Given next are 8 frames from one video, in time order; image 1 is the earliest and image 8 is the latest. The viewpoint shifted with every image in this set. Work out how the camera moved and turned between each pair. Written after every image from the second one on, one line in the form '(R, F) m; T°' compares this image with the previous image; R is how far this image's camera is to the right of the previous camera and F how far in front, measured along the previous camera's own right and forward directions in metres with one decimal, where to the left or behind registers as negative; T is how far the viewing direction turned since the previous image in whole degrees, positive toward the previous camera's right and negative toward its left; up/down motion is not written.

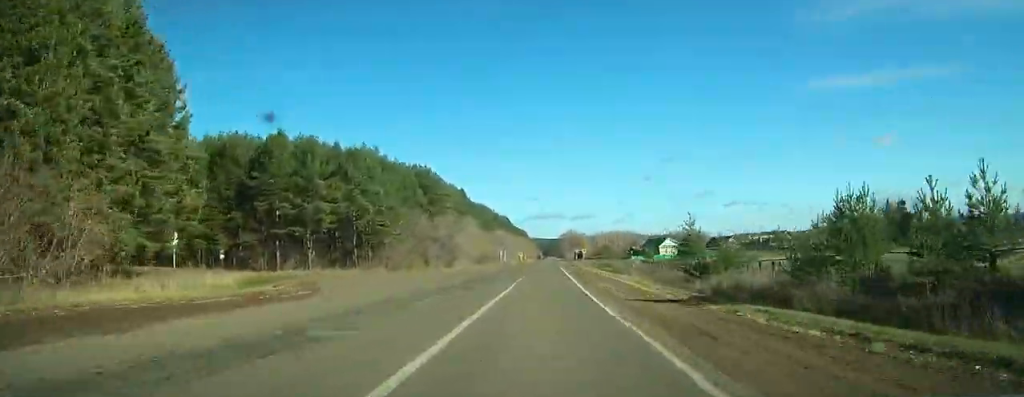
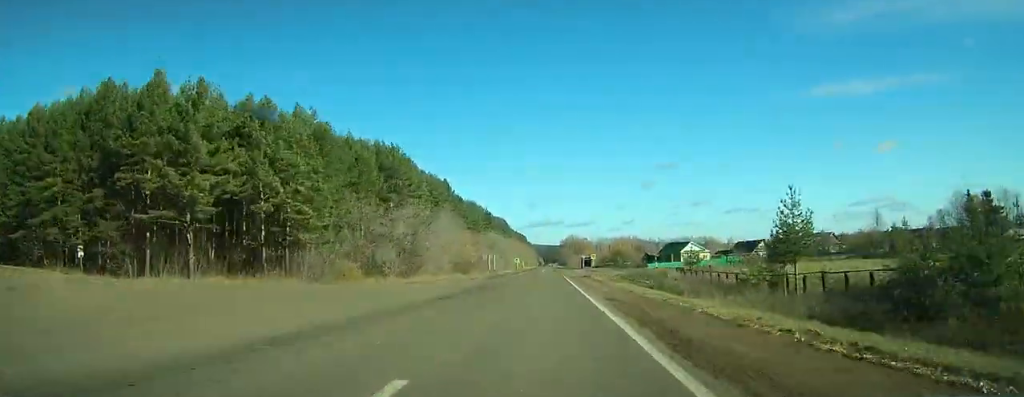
(-0.1, +23.6) m; 0°
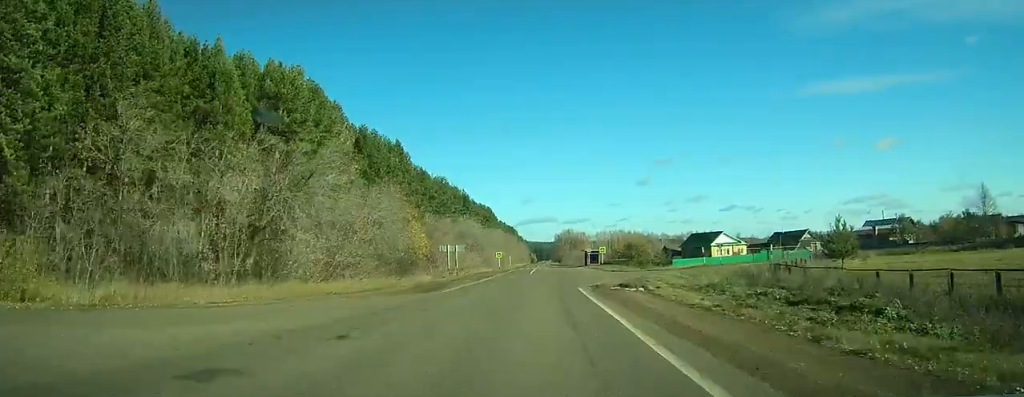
(0.0, +31.3) m; 0°
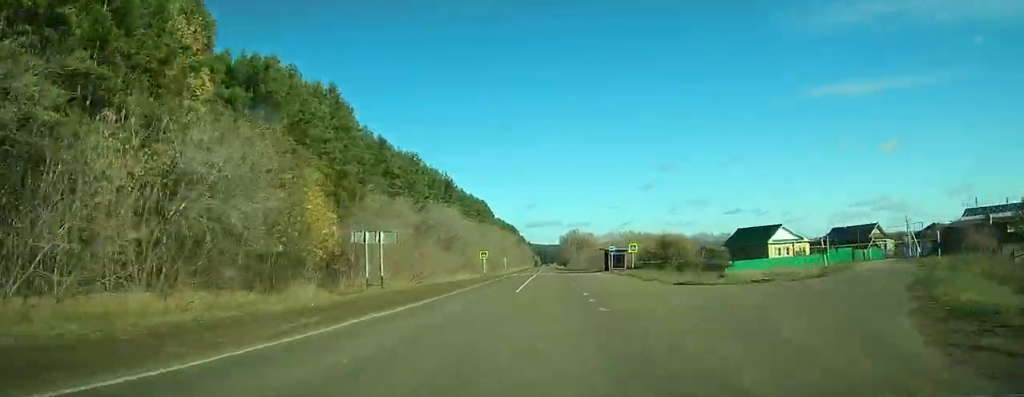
(+0.2, +27.2) m; 0°
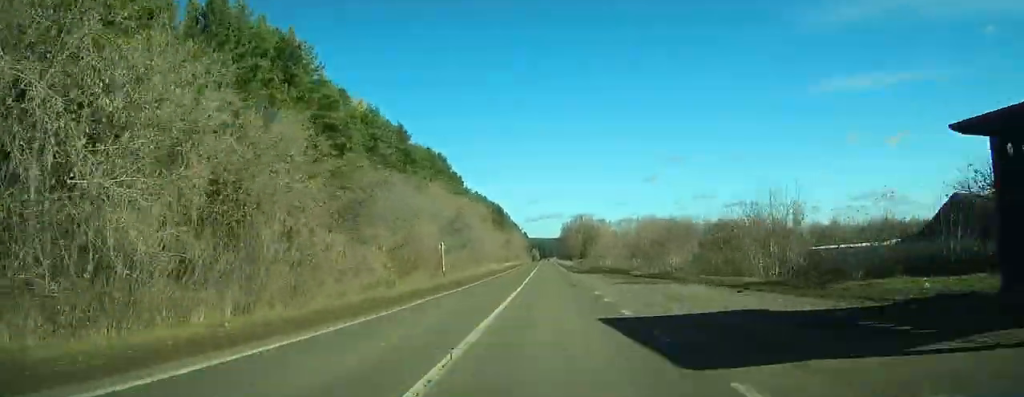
(-0.2, +64.7) m; +1°
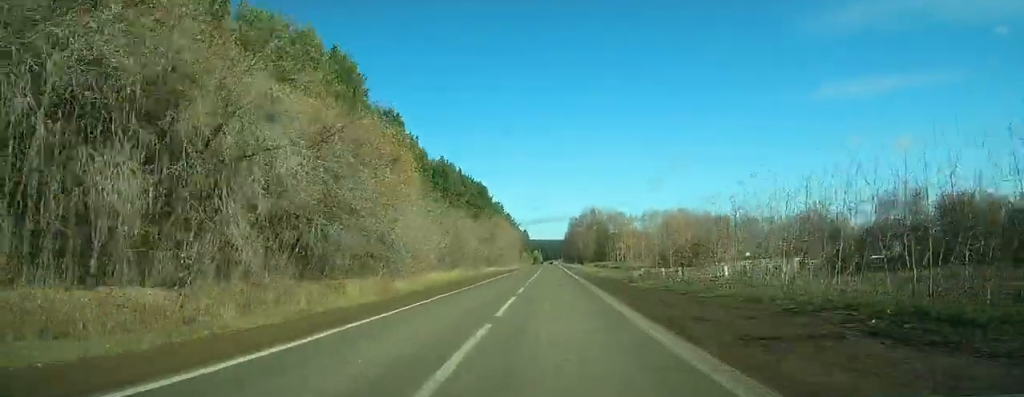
(+0.7, +53.1) m; 0°
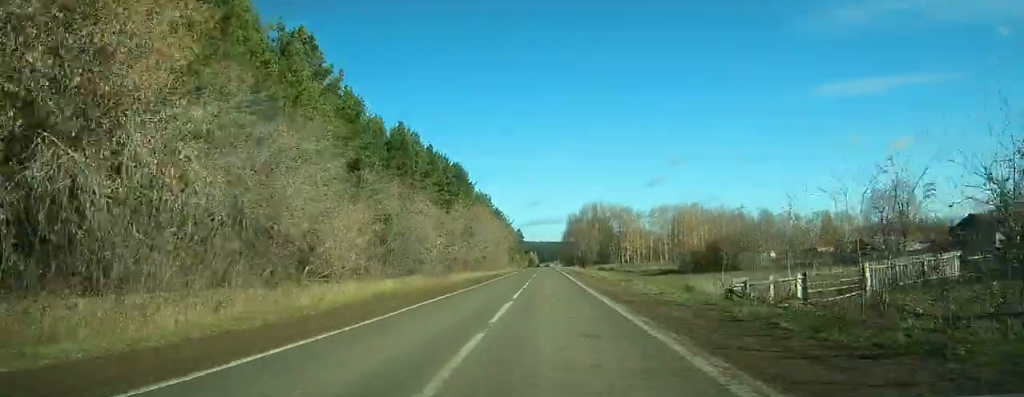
(-0.4, +24.8) m; -1°
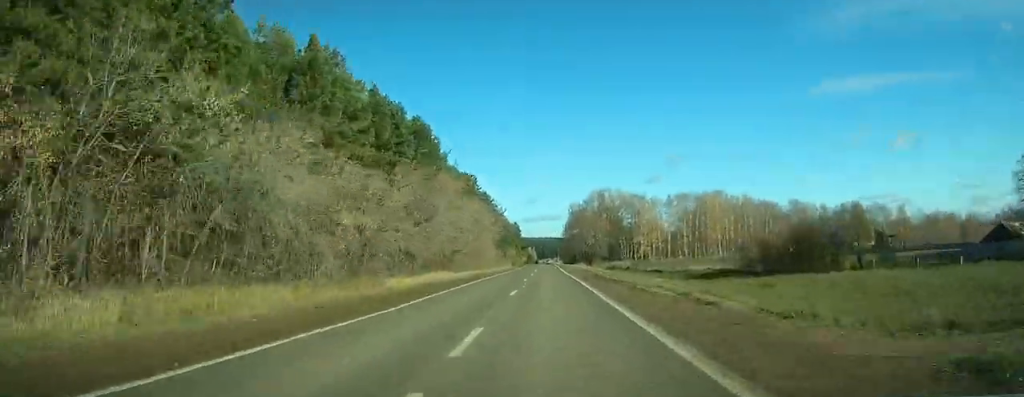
(0.0, +28.4) m; +3°
